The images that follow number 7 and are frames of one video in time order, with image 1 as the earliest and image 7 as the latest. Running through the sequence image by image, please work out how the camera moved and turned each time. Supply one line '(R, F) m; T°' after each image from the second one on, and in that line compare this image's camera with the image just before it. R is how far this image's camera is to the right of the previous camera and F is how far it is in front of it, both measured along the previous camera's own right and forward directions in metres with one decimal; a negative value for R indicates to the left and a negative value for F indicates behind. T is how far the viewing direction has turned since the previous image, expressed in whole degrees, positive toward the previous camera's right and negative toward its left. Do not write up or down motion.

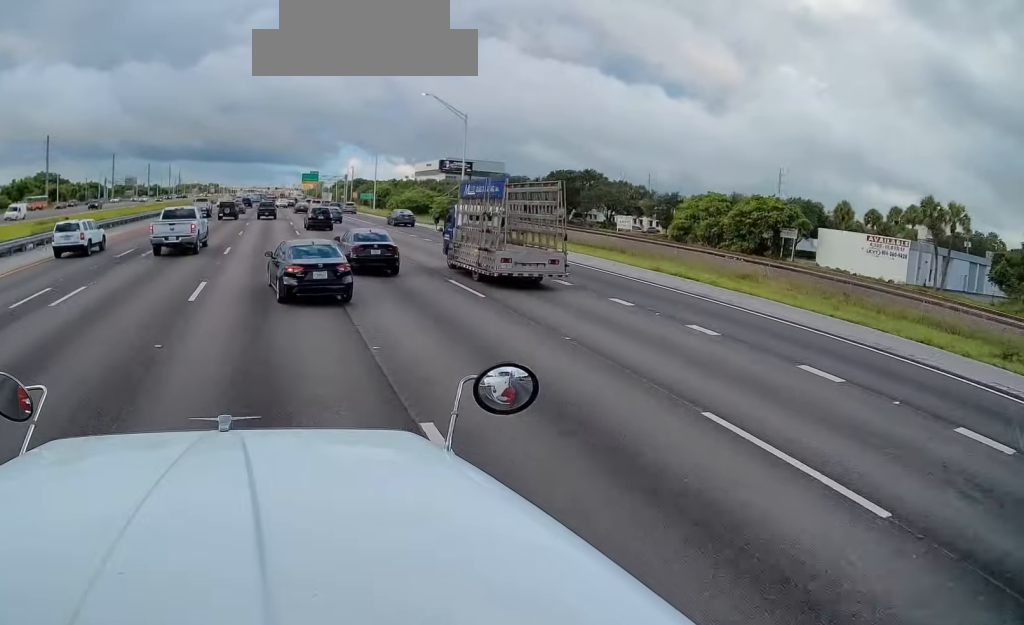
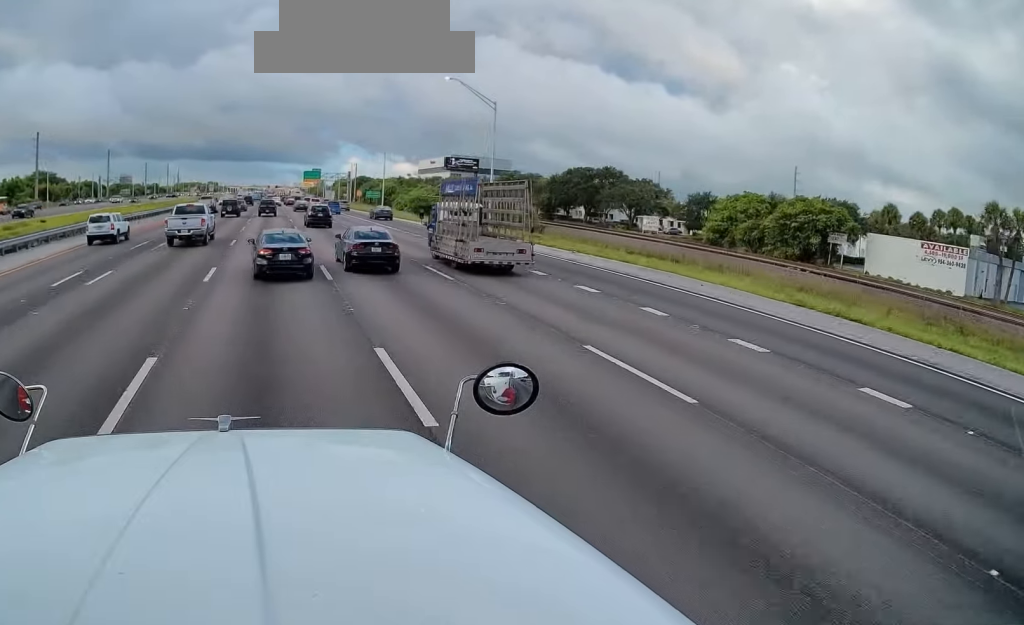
(+0.3, +9.1) m; +2°
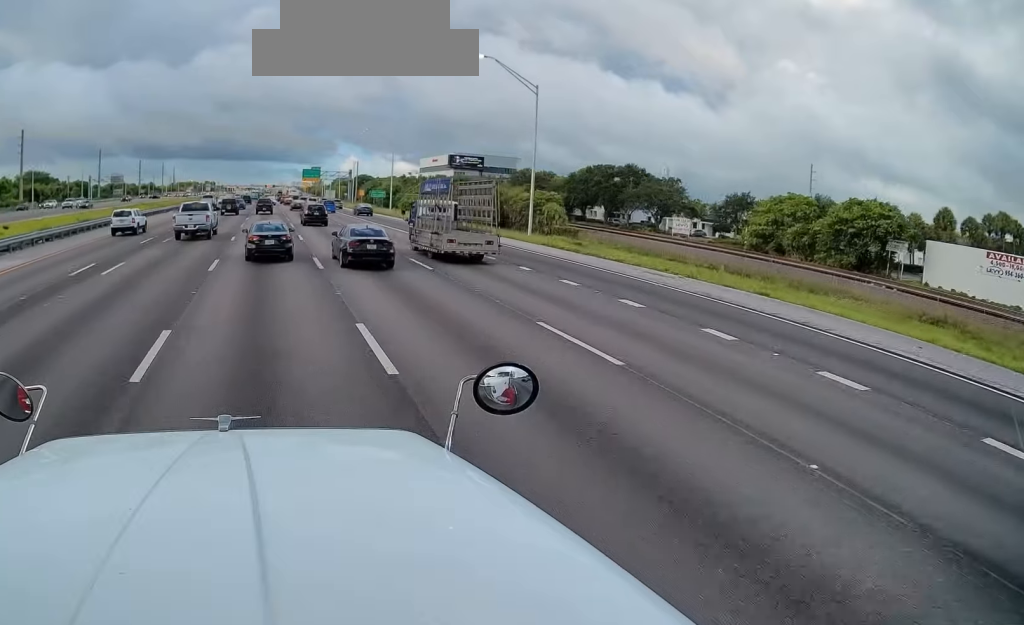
(+0.1, +10.2) m; -1°
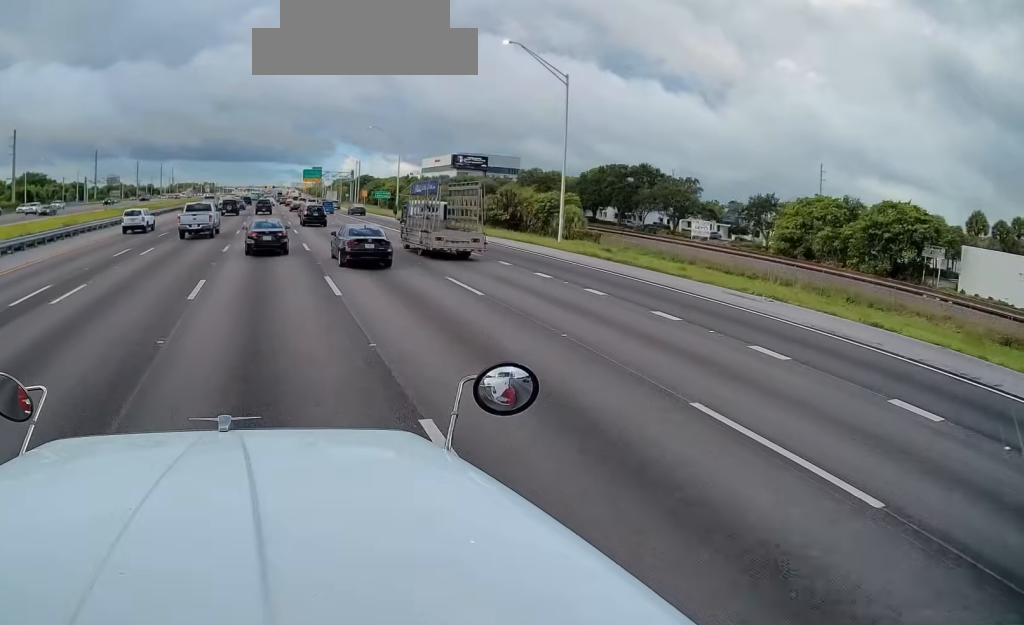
(-0.1, +5.5) m; 0°
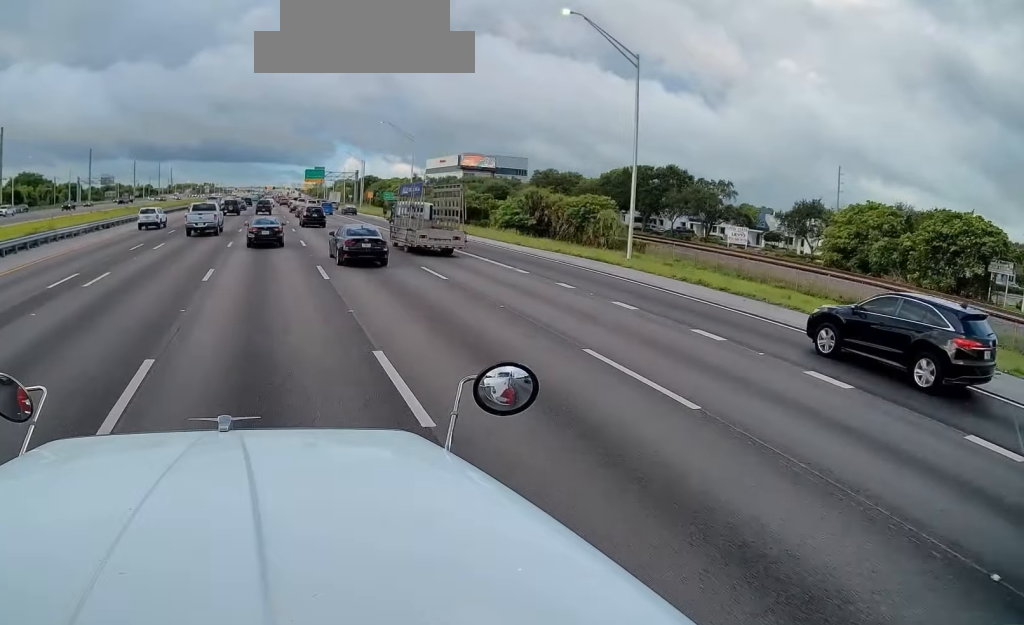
(-0.2, +9.2) m; 0°
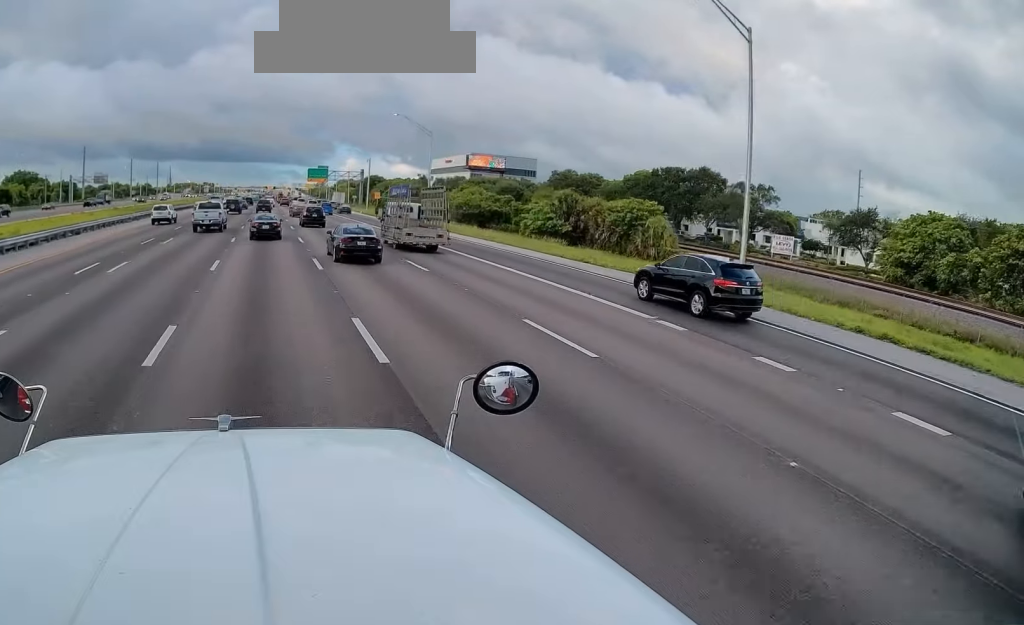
(+0.3, +9.9) m; +1°
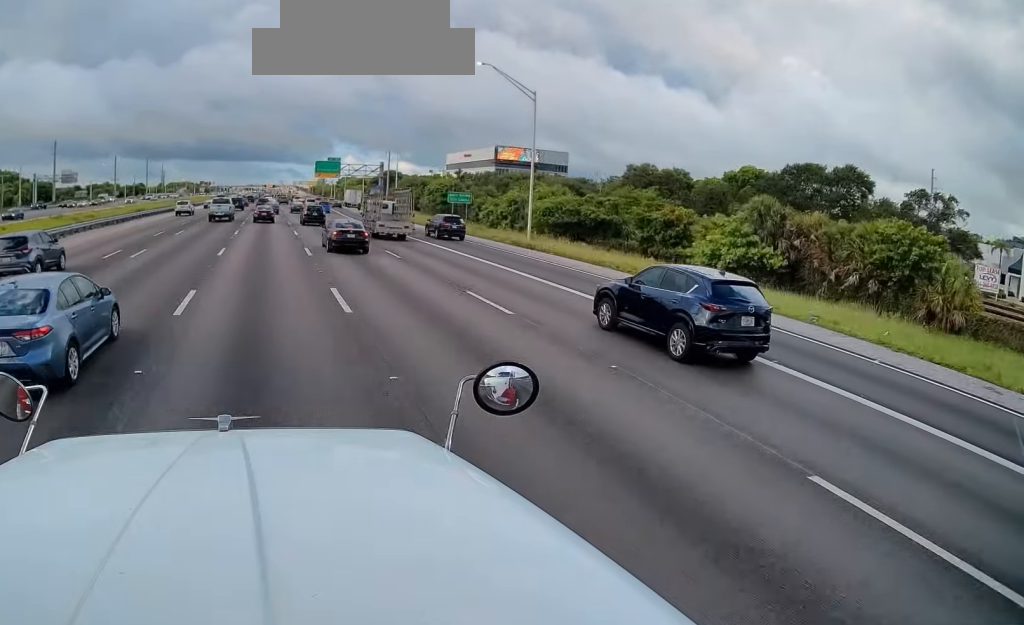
(+0.5, +32.5) m; +2°
